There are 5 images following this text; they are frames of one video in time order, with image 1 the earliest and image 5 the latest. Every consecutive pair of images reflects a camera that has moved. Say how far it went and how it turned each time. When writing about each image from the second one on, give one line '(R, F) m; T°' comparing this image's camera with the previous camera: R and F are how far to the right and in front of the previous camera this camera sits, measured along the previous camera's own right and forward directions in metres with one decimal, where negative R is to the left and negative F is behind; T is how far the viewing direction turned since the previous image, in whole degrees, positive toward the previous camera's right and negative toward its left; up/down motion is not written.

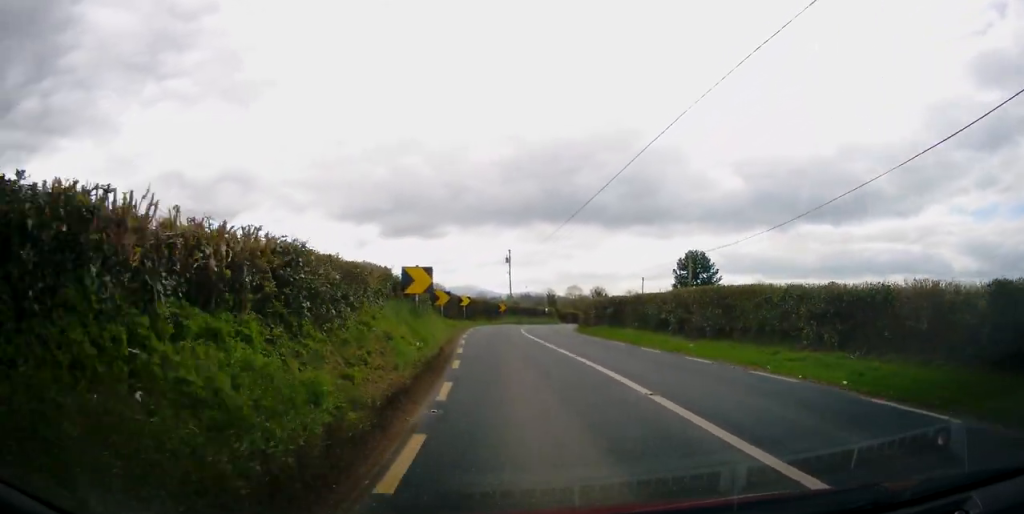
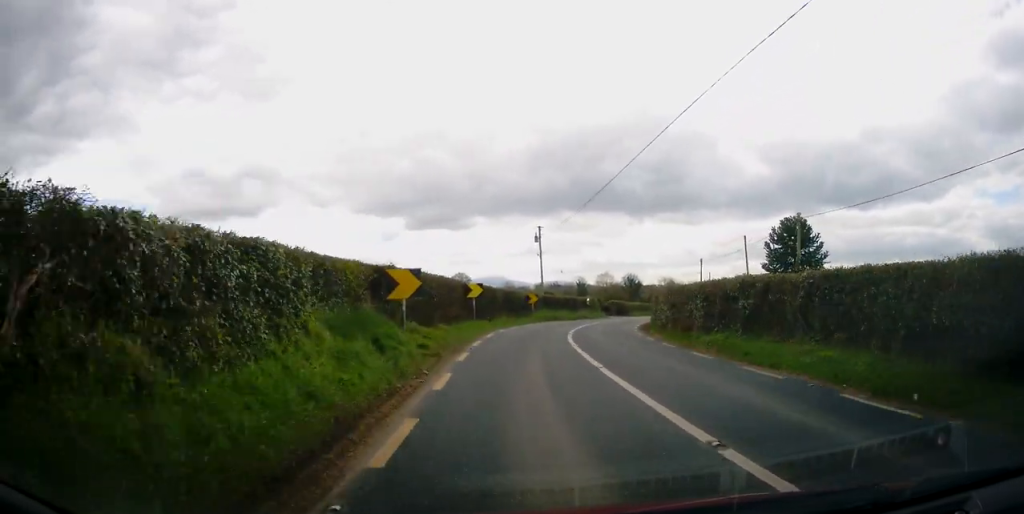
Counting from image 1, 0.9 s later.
(-0.6, +15.3) m; -4°
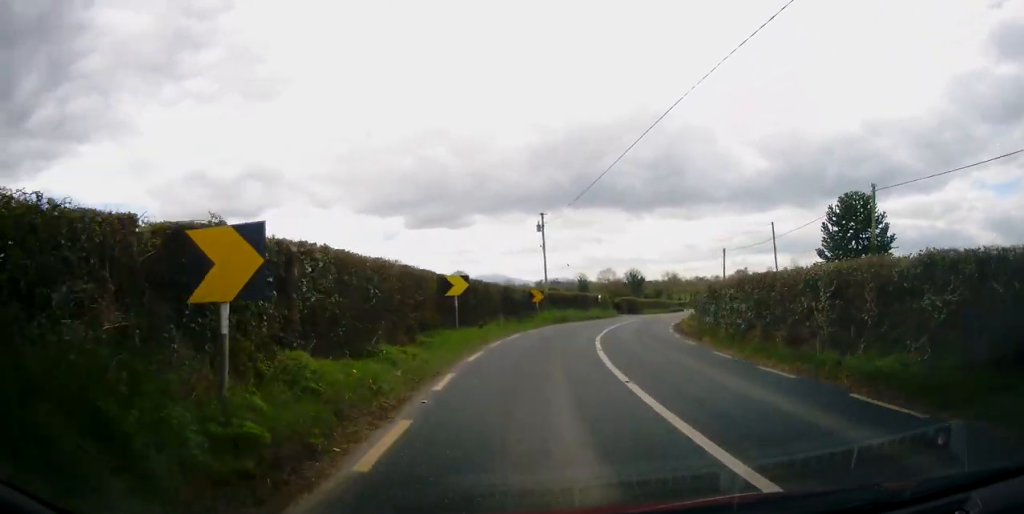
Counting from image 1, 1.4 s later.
(-0.3, +8.1) m; 0°
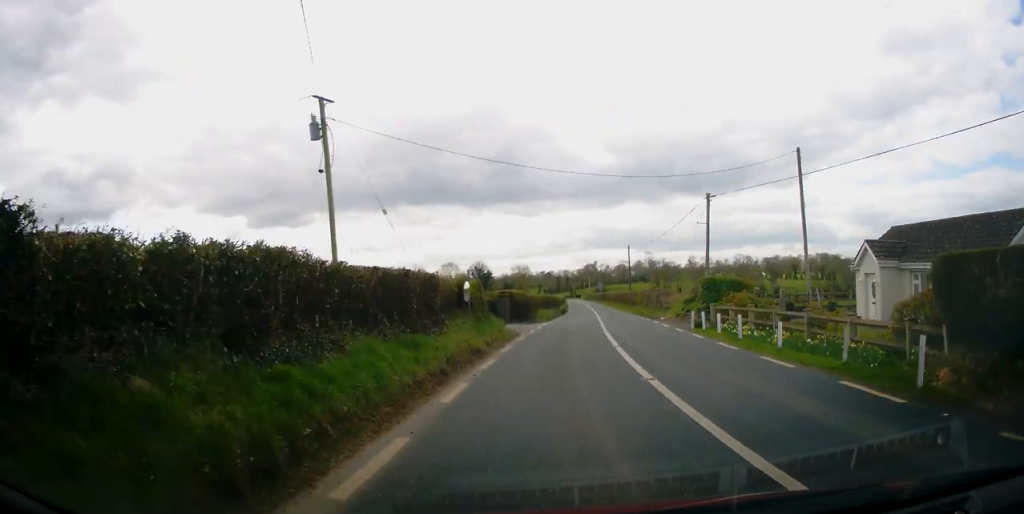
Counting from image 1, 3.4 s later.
(+2.3, +31.7) m; +12°
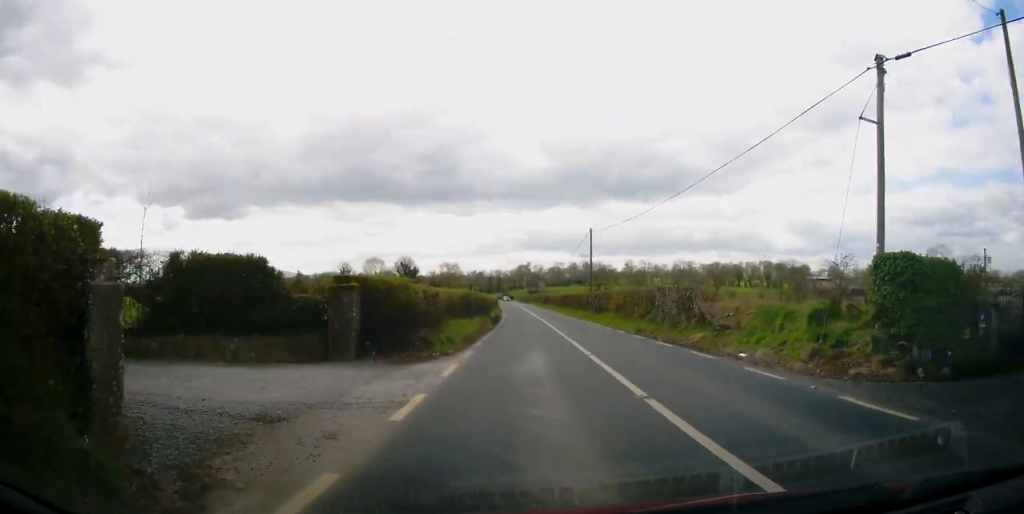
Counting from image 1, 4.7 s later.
(+1.4, +20.4) m; +7°
